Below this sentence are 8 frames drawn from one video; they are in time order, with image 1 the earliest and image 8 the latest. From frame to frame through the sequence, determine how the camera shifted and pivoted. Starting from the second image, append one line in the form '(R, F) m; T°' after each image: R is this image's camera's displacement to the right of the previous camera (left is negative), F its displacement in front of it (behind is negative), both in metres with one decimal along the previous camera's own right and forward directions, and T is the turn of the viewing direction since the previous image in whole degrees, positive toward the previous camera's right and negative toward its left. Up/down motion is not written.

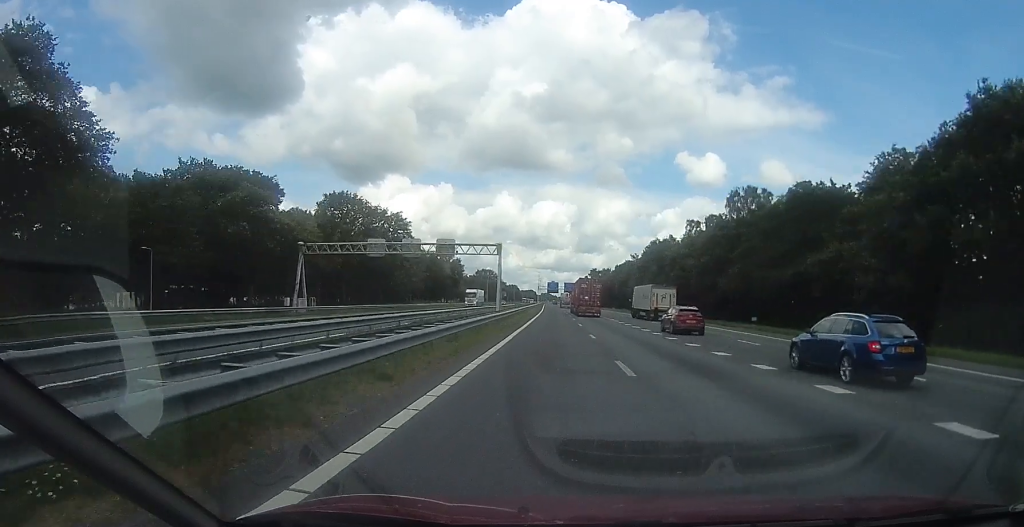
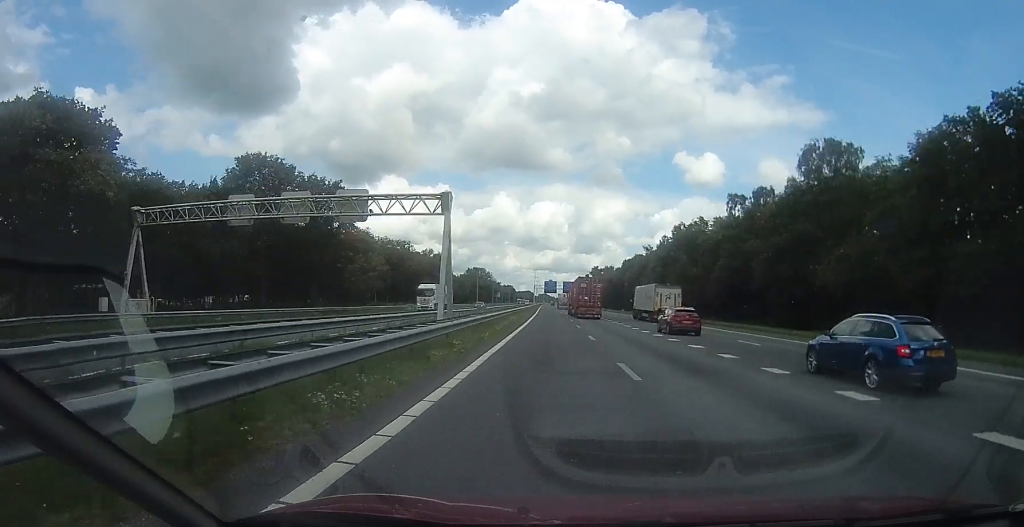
(-0.5, +23.9) m; -3°
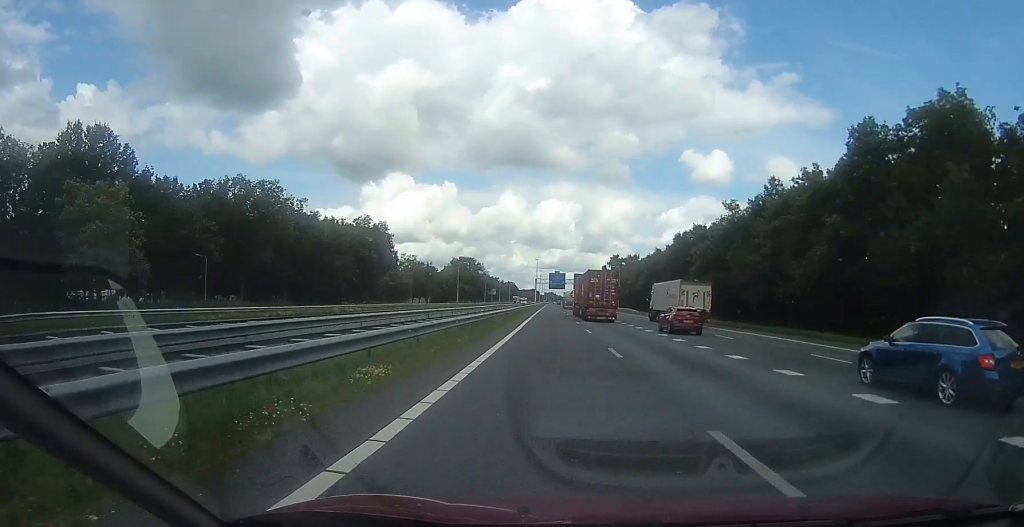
(+0.9, +54.7) m; +1°
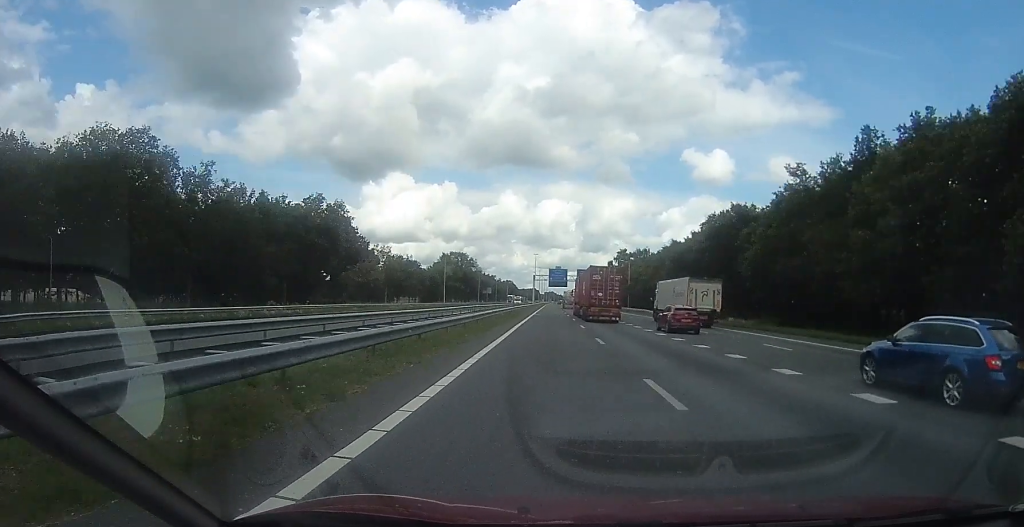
(-0.5, +19.5) m; -1°
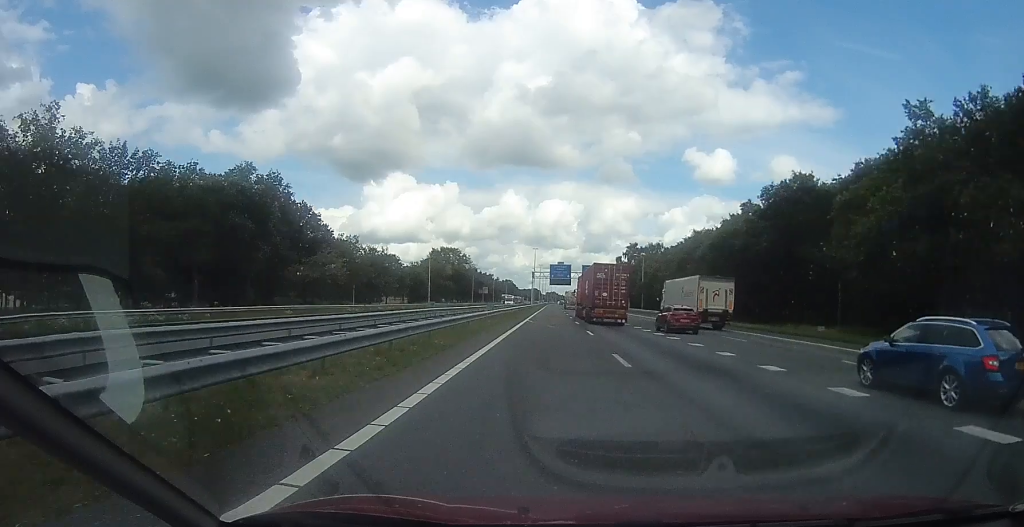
(-0.6, +18.6) m; -1°
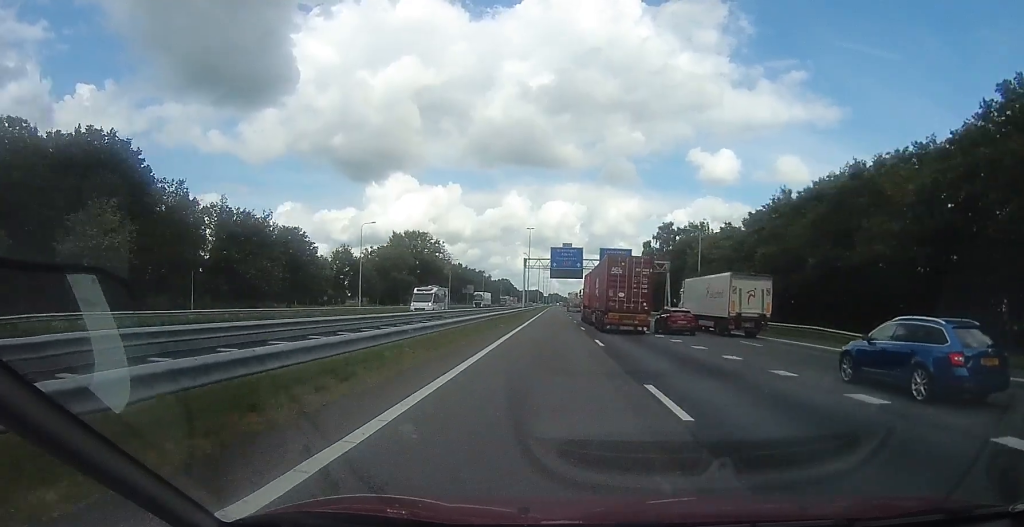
(+1.2, +43.7) m; +2°
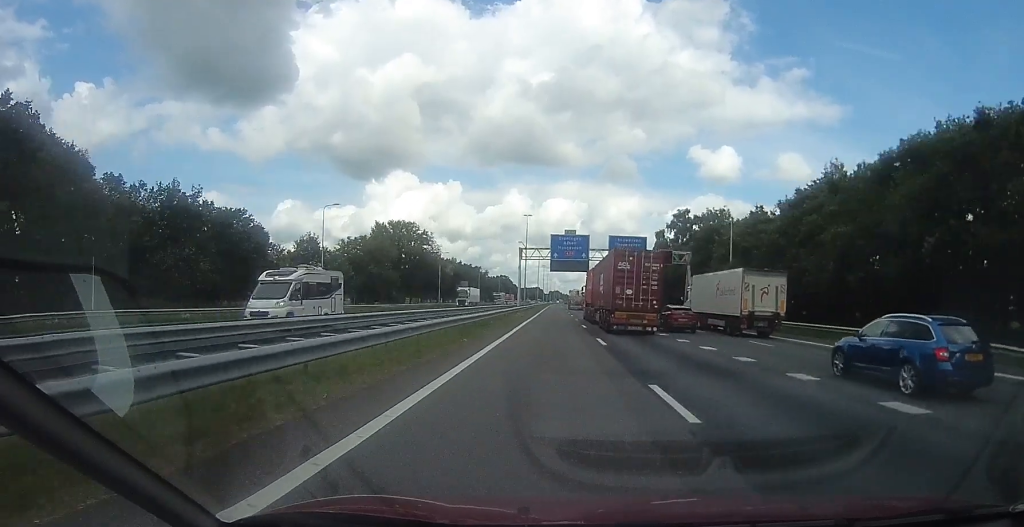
(0.0, +13.0) m; 0°
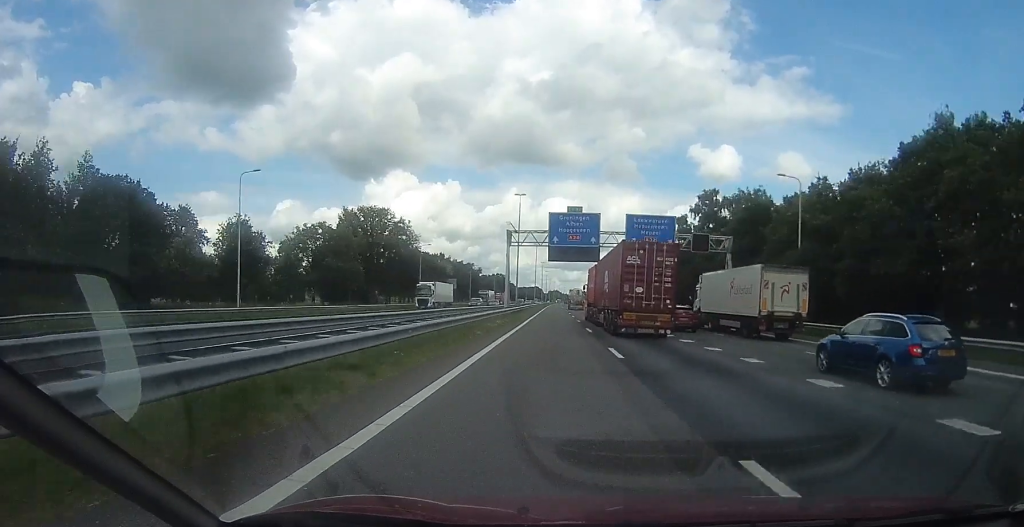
(0.0, +17.6) m; 0°
